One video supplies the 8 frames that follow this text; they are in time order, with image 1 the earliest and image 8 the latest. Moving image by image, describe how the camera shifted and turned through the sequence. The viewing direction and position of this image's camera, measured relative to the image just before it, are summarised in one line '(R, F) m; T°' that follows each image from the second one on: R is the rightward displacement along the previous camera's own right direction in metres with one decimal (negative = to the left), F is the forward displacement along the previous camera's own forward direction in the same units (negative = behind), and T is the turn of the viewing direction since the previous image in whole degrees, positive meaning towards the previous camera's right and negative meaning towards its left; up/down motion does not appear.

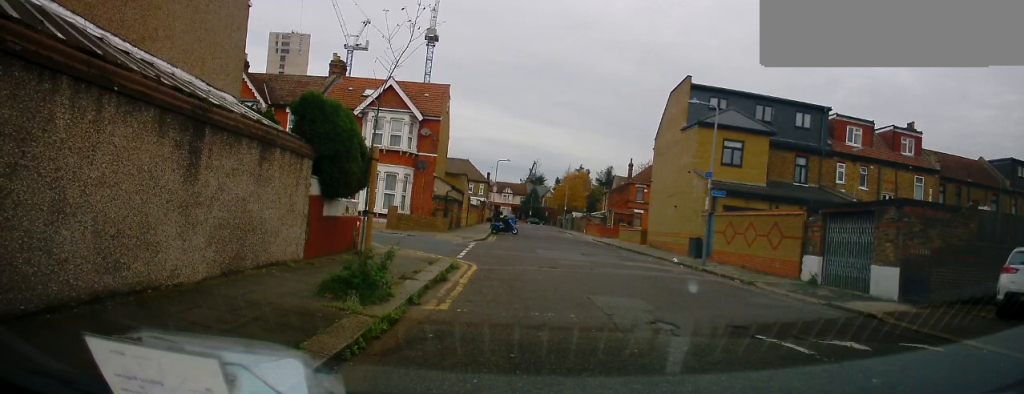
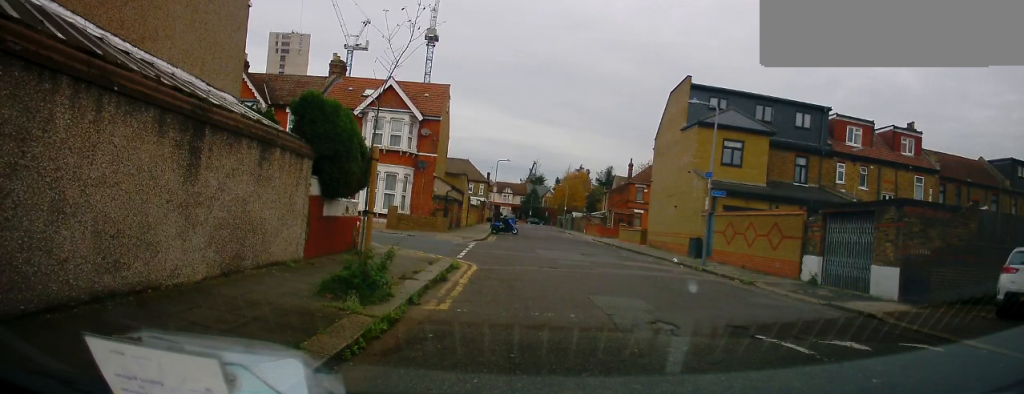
(0.0, 0.0) m; 0°
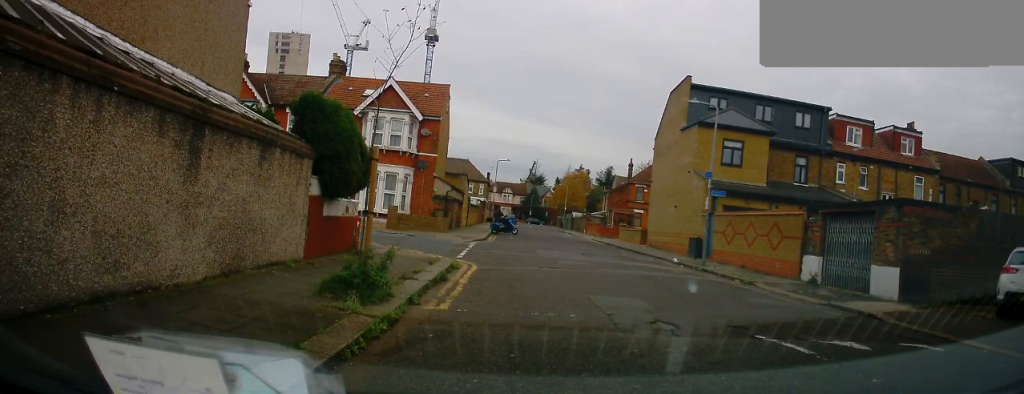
(0.0, 0.0) m; 0°
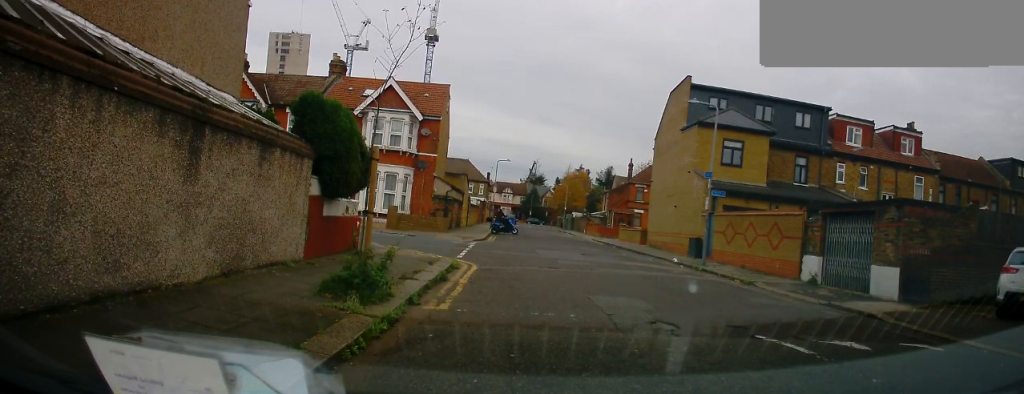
(0.0, 0.0) m; 0°
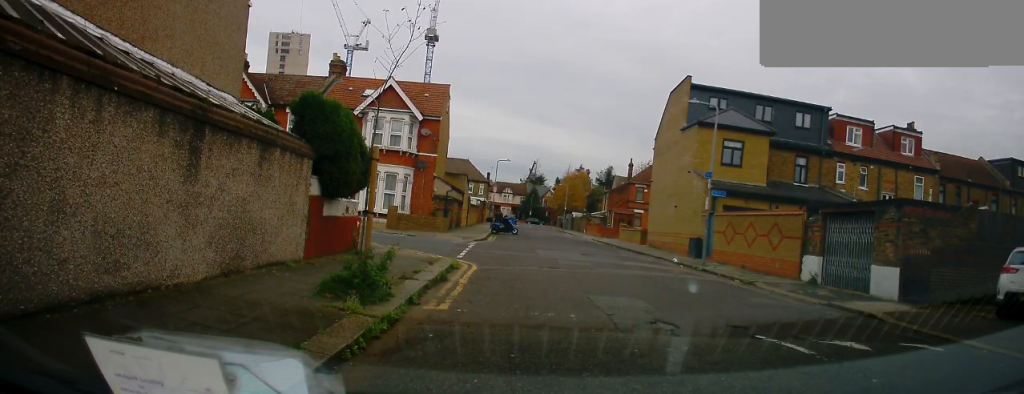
(0.0, 0.0) m; 0°
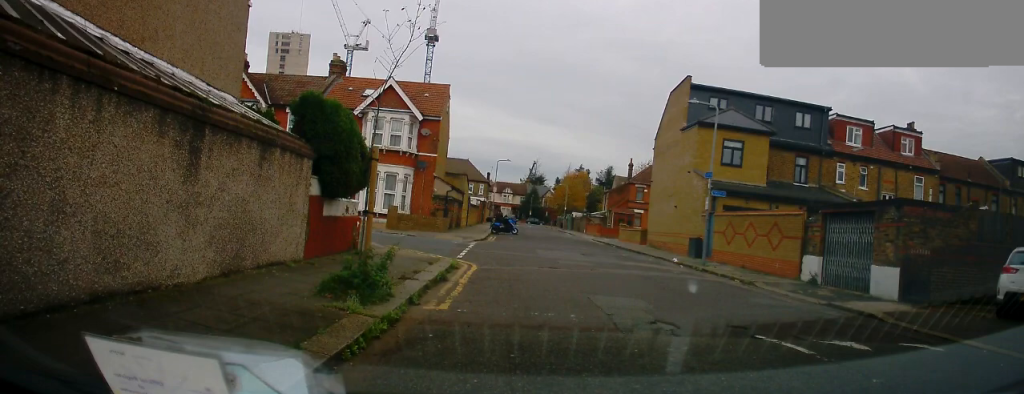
(0.0, 0.0) m; 0°
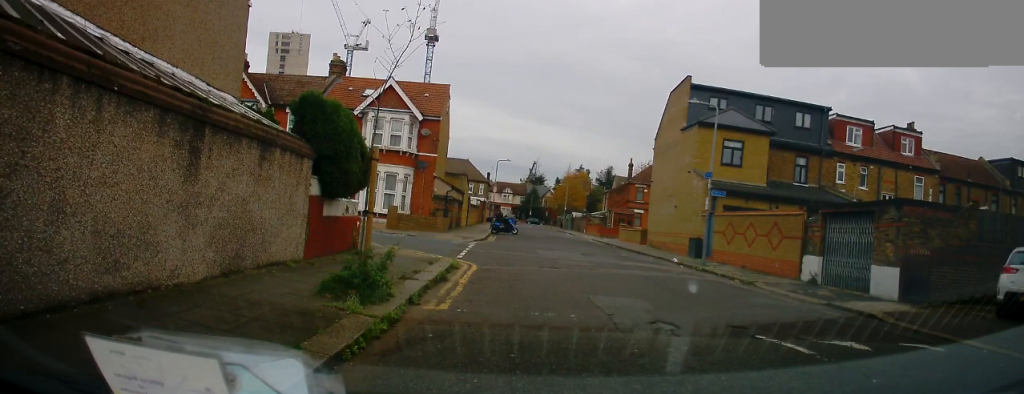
(0.0, 0.0) m; 0°
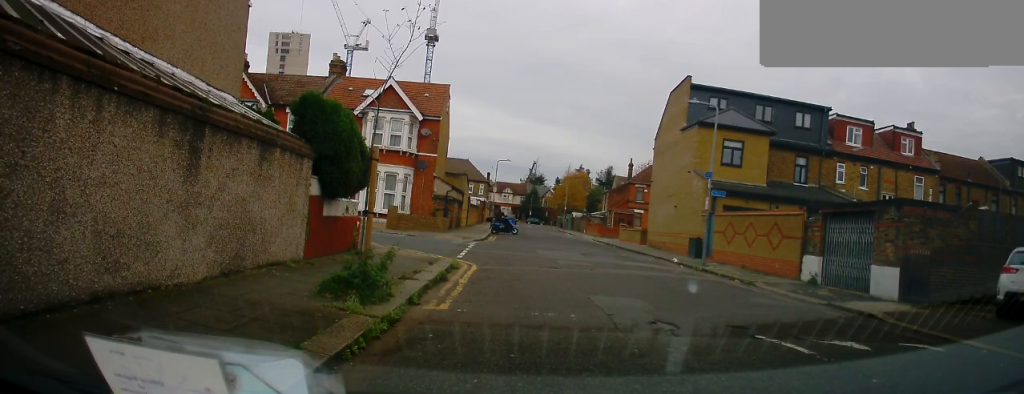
(0.0, 0.0) m; 0°
